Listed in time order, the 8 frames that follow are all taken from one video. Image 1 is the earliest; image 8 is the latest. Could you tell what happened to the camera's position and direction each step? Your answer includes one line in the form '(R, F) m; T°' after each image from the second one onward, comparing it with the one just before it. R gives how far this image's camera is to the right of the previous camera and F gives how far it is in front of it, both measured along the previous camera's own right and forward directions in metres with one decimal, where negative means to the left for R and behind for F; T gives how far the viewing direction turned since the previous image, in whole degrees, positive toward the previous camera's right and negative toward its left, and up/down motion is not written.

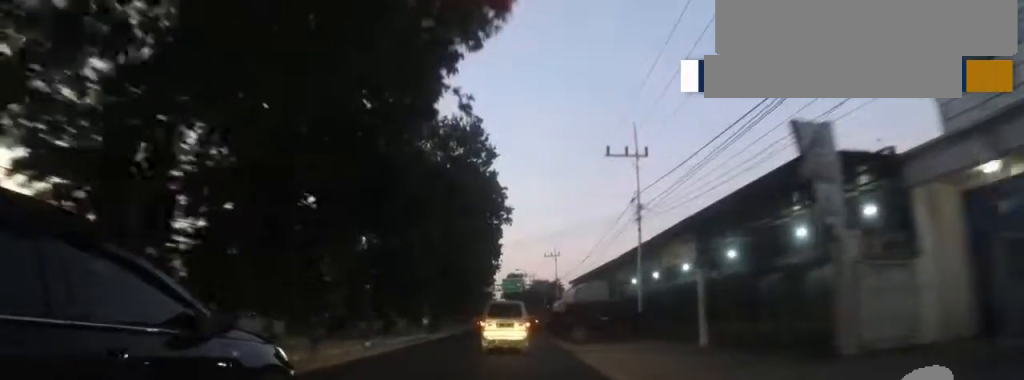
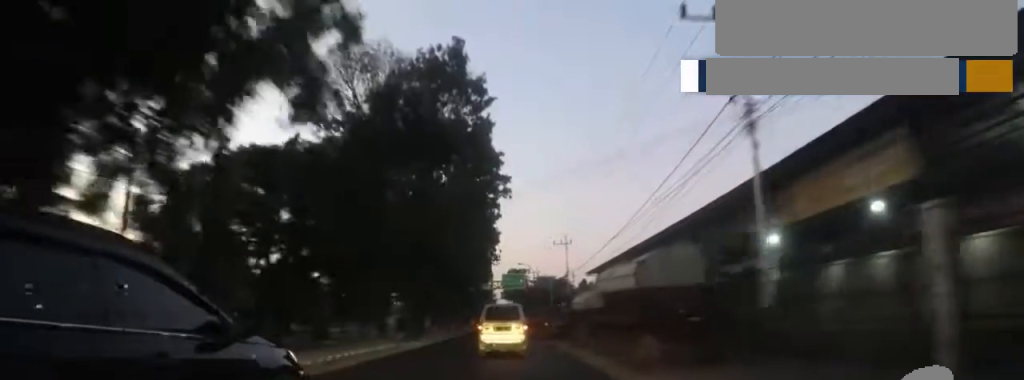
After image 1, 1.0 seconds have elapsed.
(-1.2, +11.0) m; -1°
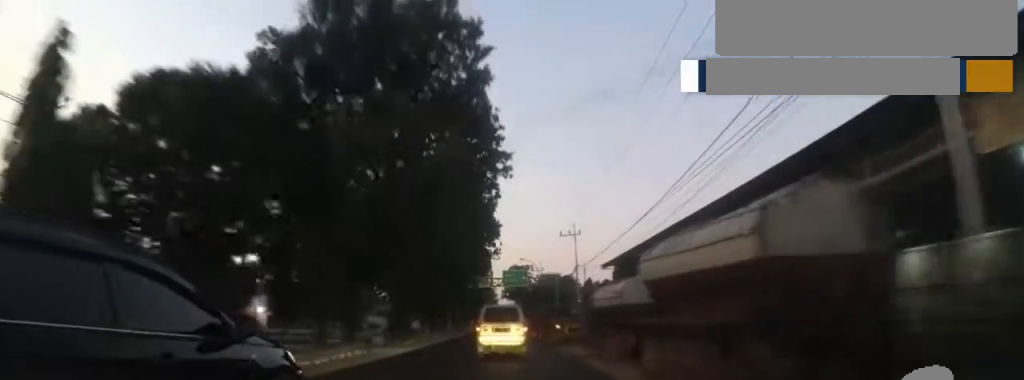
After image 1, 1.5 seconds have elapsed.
(+0.3, +5.7) m; 0°
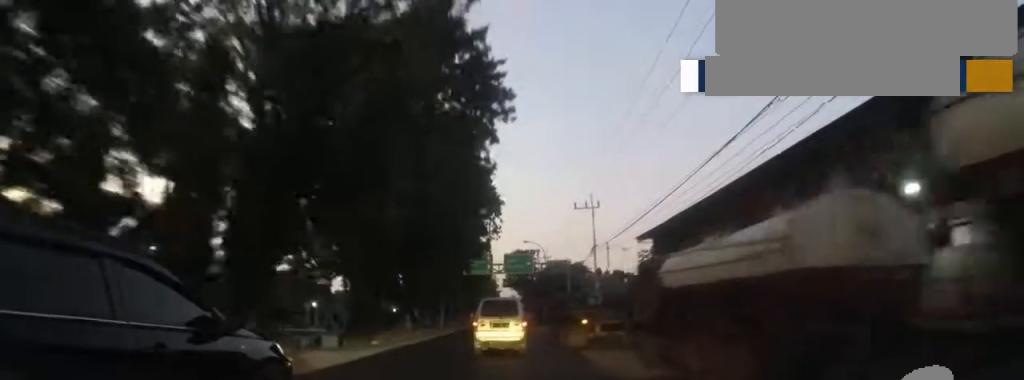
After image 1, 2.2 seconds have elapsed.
(+0.7, +8.3) m; +1°
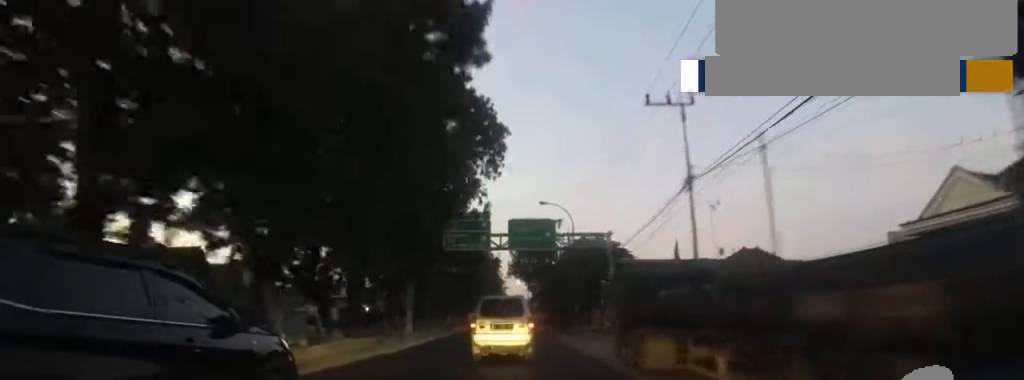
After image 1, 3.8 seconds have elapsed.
(-0.2, +17.9) m; 0°
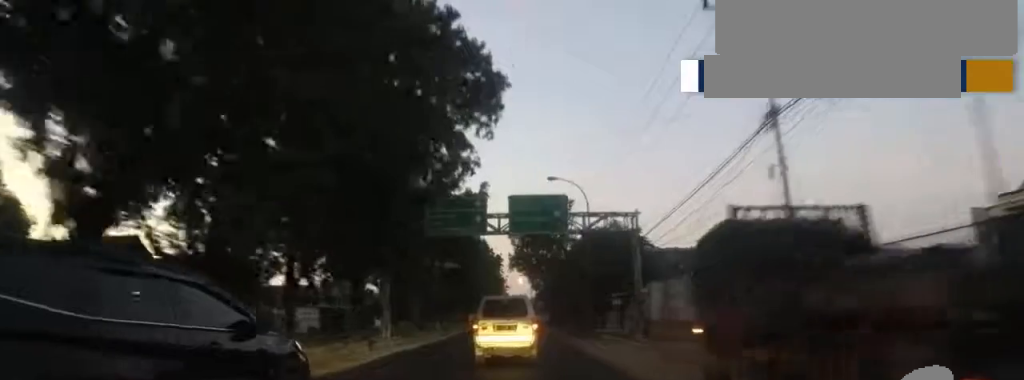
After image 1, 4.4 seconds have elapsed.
(-0.1, +6.1) m; 0°
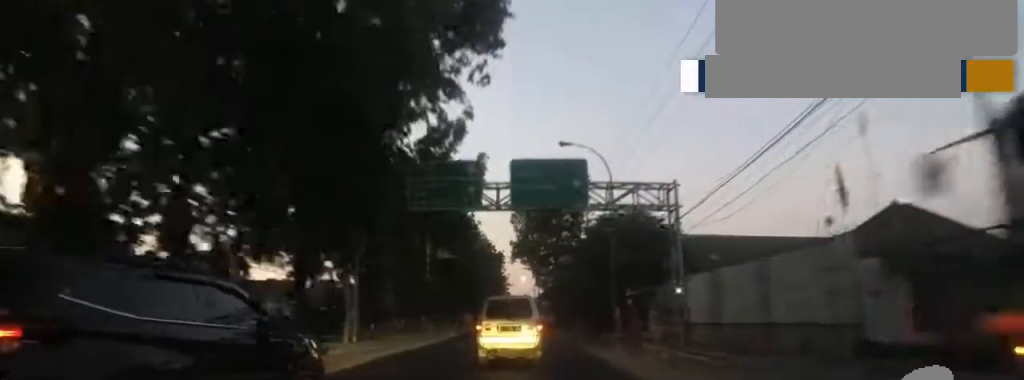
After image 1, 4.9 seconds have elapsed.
(-0.6, +5.6) m; +1°
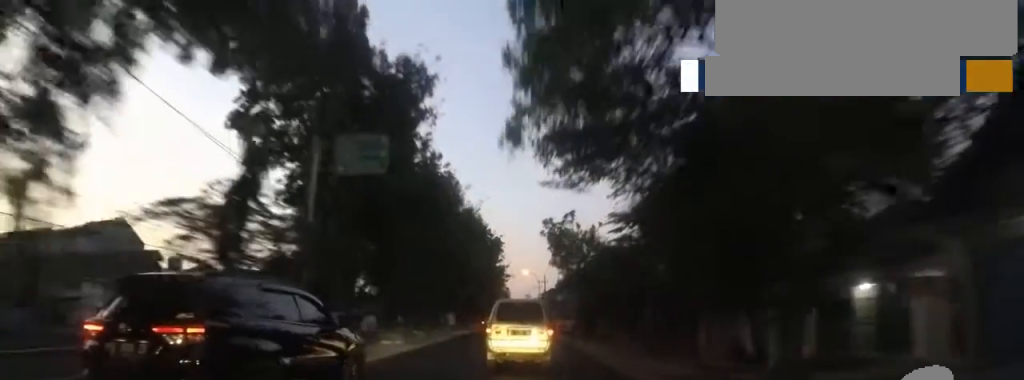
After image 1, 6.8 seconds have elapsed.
(0.0, +19.6) m; -1°
